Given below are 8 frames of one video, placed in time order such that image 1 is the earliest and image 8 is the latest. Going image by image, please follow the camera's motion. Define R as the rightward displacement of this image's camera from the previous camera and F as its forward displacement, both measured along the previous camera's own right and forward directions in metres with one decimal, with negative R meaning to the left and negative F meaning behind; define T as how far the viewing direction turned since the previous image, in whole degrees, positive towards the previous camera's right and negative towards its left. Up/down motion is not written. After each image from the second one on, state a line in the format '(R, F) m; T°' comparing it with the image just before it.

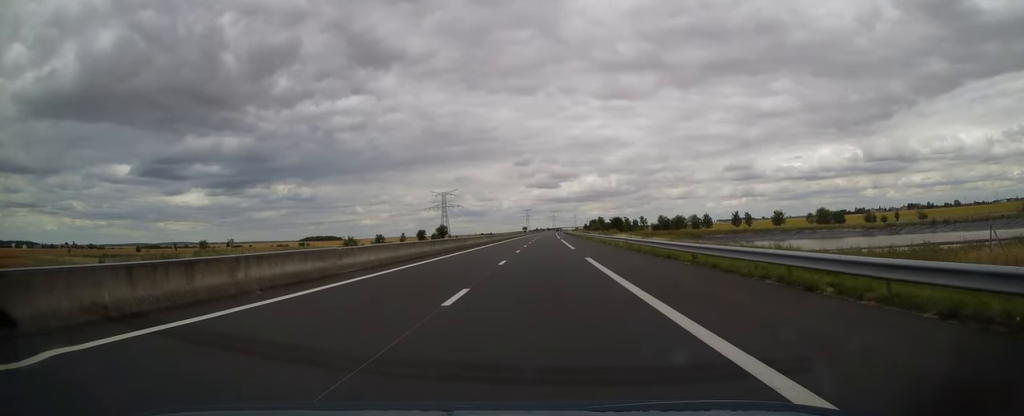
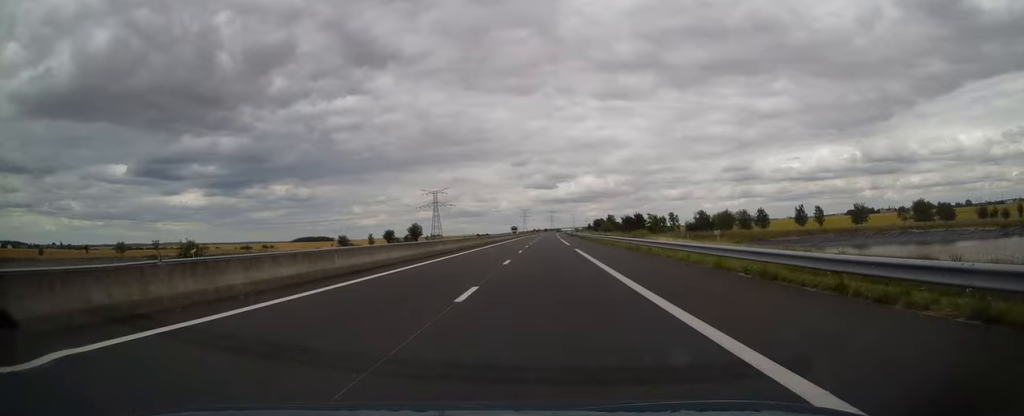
(+0.4, +38.0) m; 0°
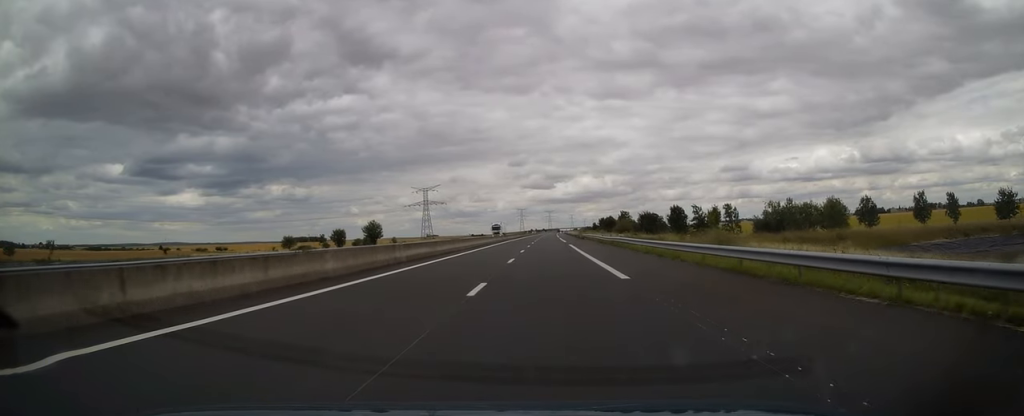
(-0.2, +37.5) m; 0°
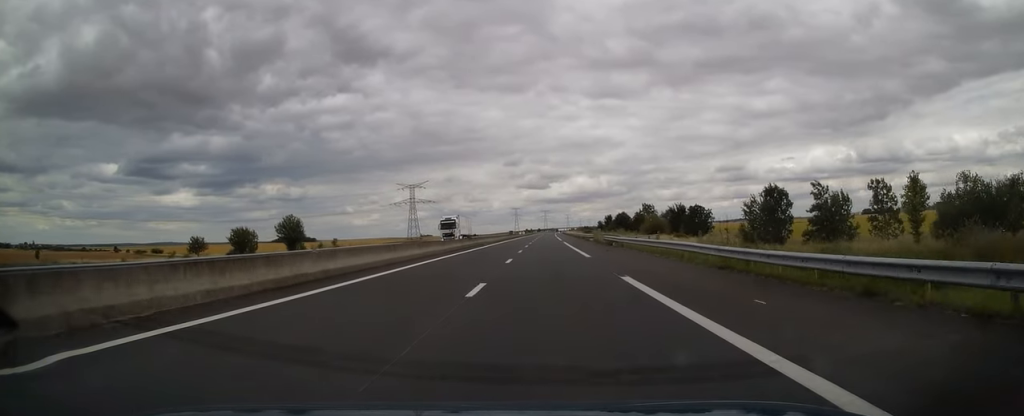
(-0.1, +38.5) m; 0°
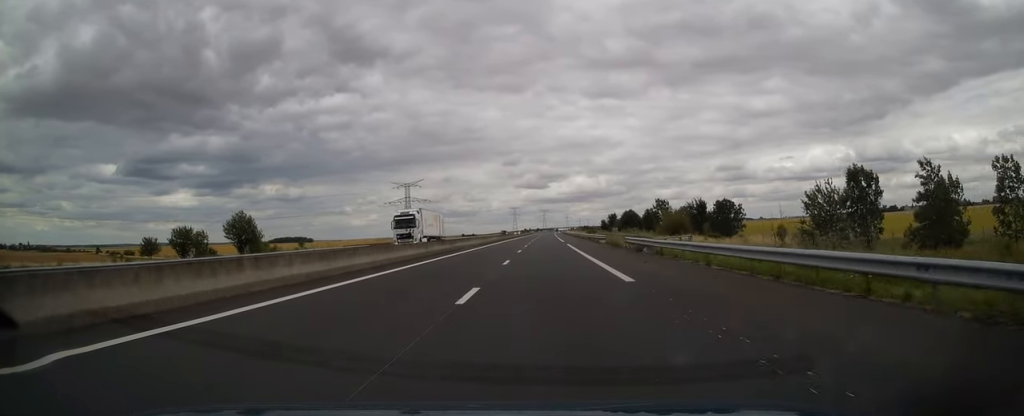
(0.0, +14.1) m; 0°
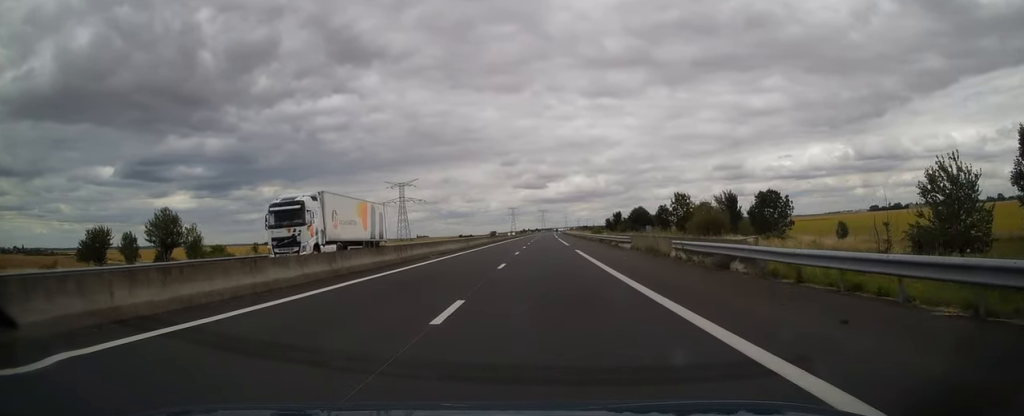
(+0.2, +15.1) m; 0°
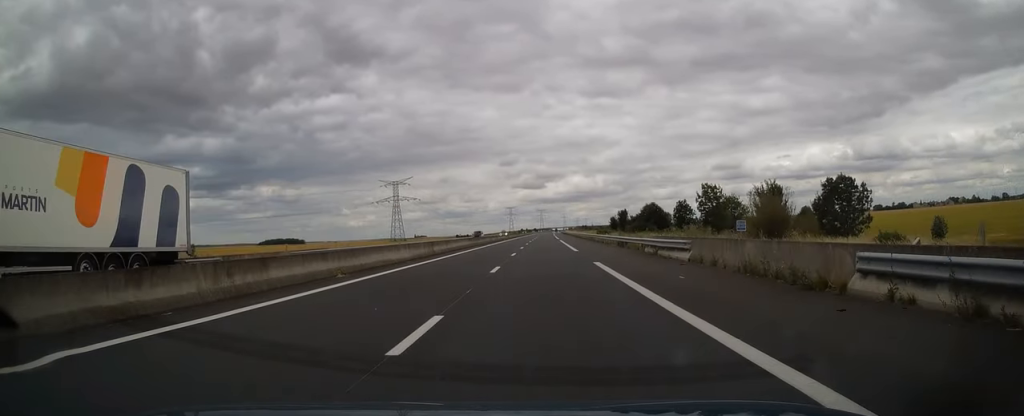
(+0.1, +15.1) m; 0°
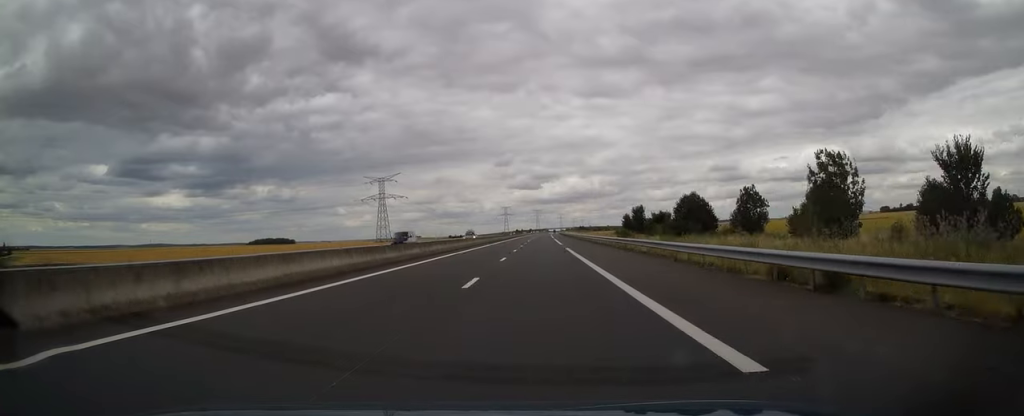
(+0.2, +30.7) m; +1°
